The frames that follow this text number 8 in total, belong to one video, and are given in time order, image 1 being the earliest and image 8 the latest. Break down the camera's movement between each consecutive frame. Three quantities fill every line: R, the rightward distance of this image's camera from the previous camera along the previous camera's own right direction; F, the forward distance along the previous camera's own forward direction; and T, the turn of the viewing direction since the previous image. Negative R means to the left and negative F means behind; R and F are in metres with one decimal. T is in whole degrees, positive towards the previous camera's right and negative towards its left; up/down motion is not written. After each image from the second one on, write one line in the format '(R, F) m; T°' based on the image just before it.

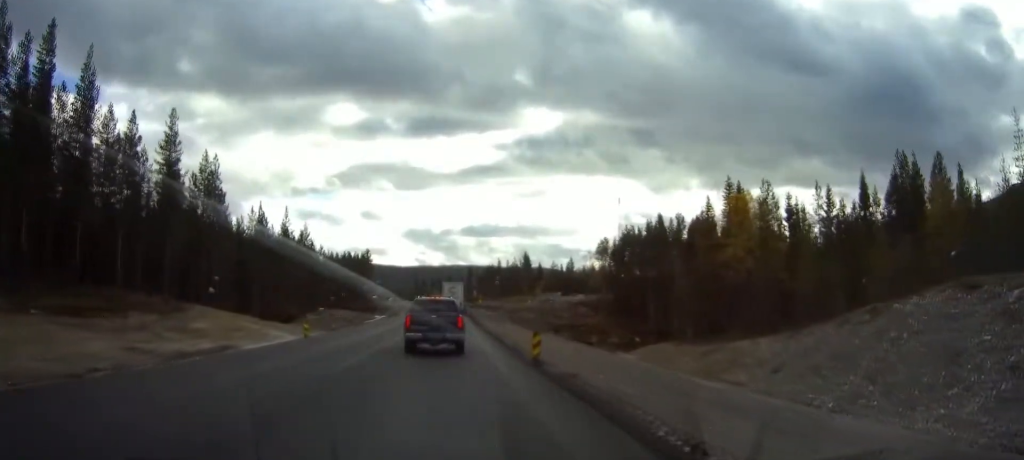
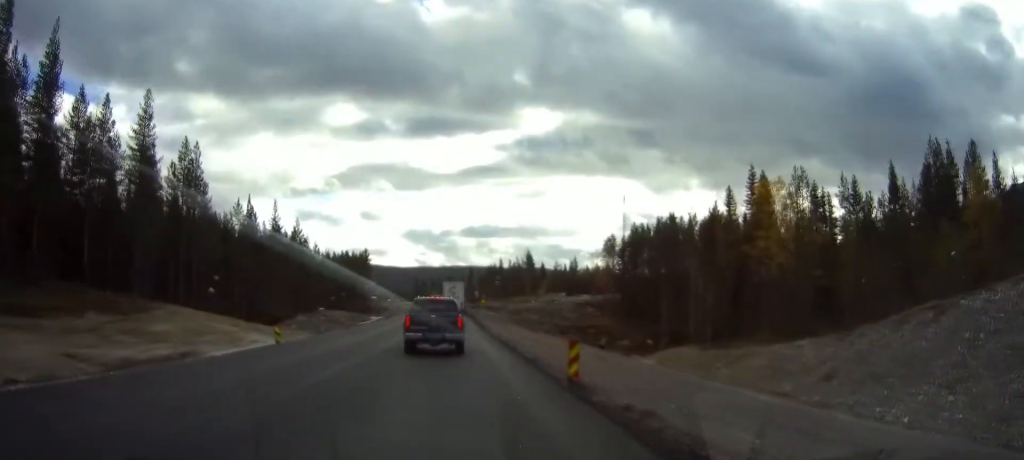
(0.0, +6.4) m; 0°
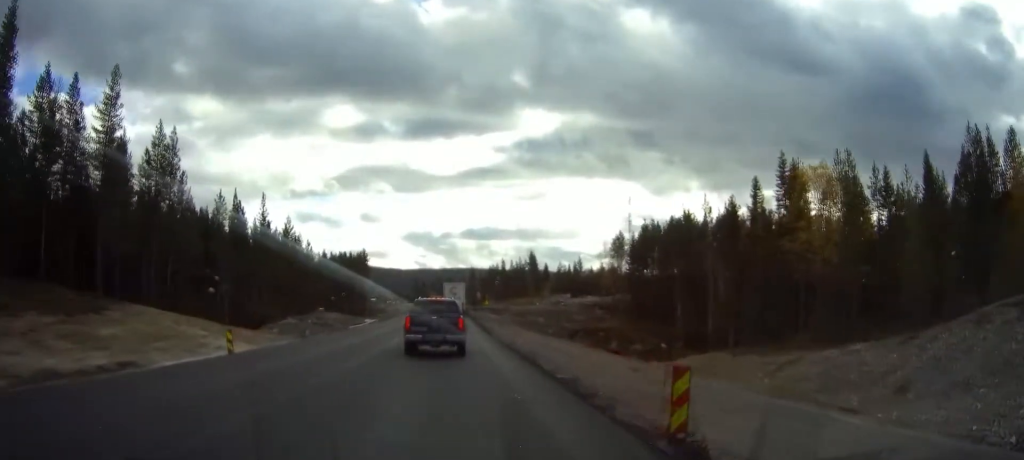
(+0.1, +6.9) m; 0°
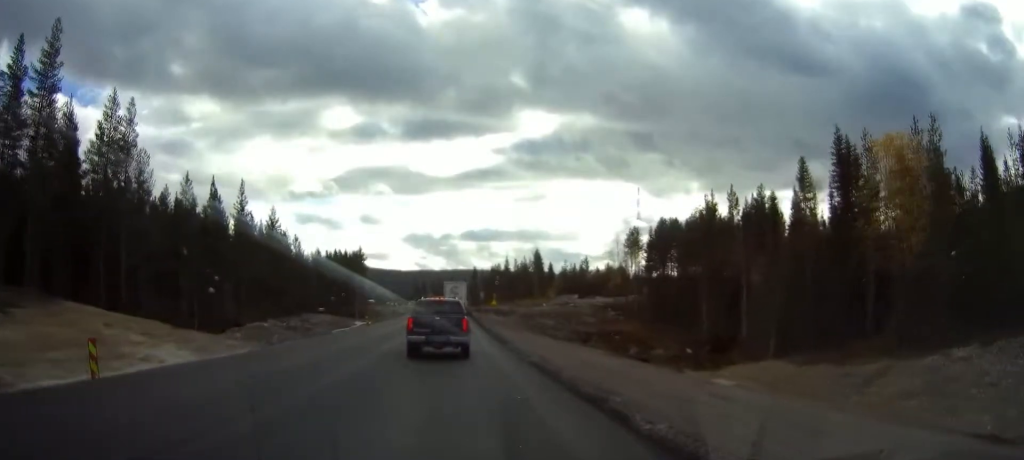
(0.0, +10.2) m; 0°
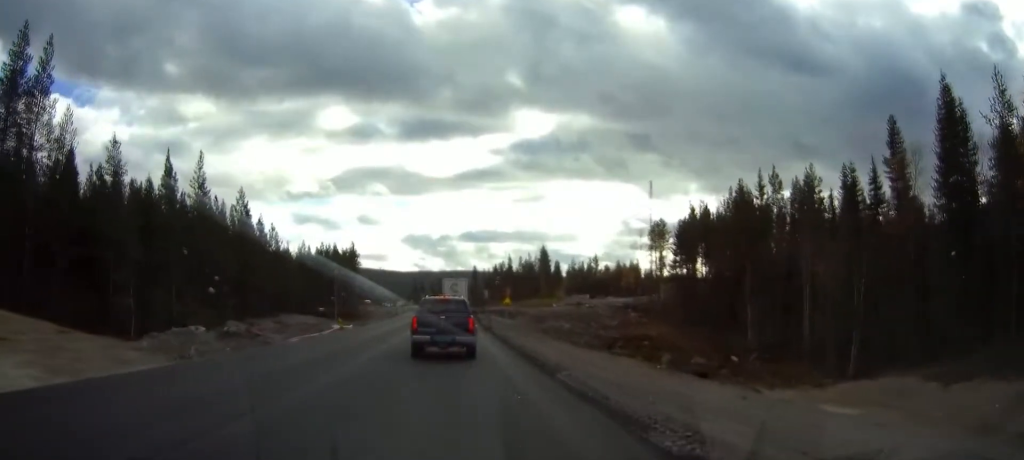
(0.0, +14.7) m; 0°
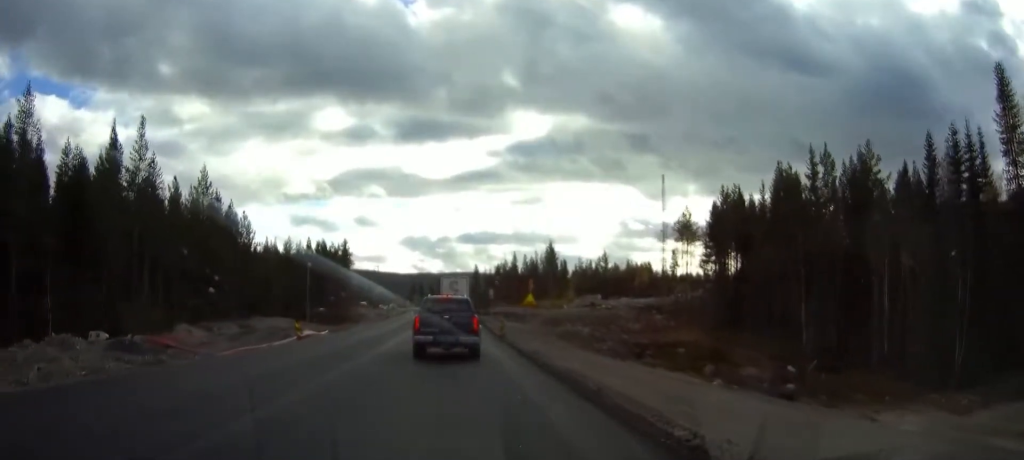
(+0.1, +13.2) m; 0°
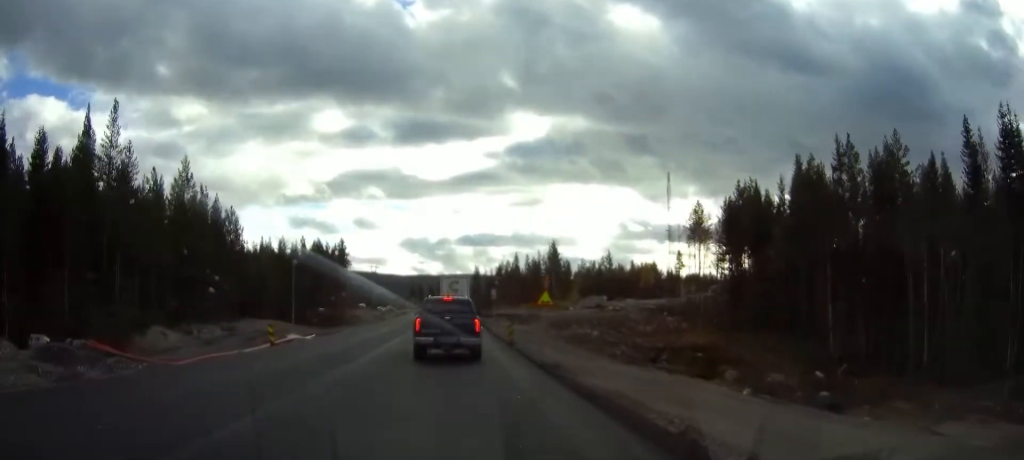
(0.0, +5.2) m; -1°
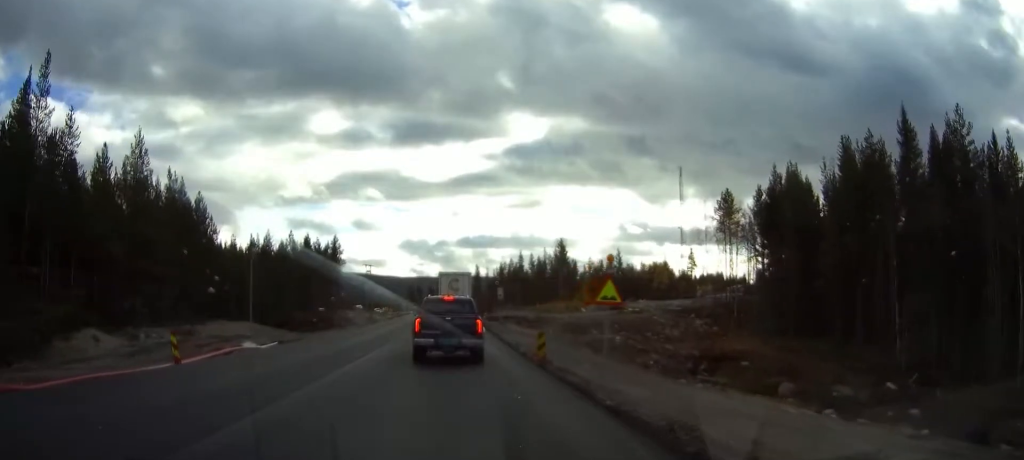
(-0.1, +10.7) m; 0°
